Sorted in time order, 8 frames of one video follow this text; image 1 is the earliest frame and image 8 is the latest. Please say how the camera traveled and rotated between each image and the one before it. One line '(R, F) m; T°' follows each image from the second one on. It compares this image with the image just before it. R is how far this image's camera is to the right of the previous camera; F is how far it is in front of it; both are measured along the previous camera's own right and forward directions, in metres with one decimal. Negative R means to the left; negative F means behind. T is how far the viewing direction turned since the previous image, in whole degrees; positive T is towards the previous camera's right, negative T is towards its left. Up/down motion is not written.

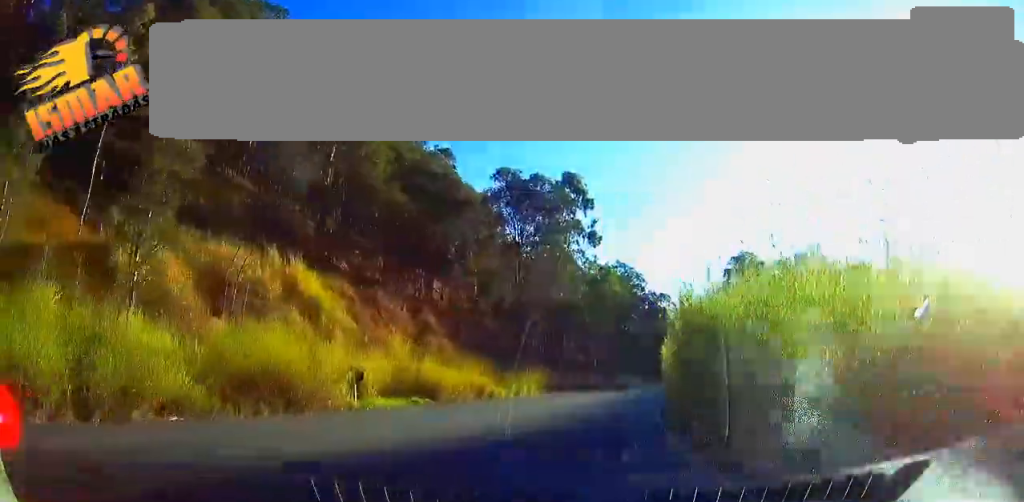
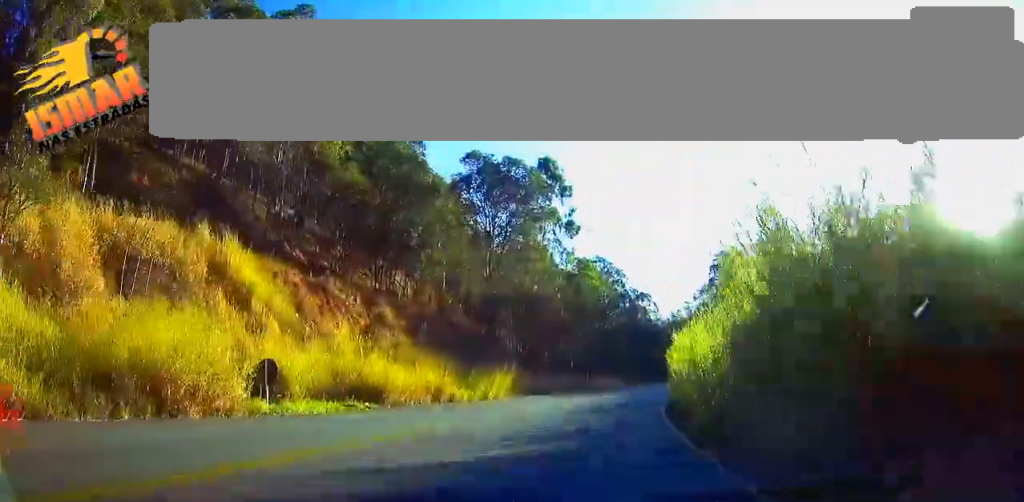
(0.0, +8.1) m; 0°
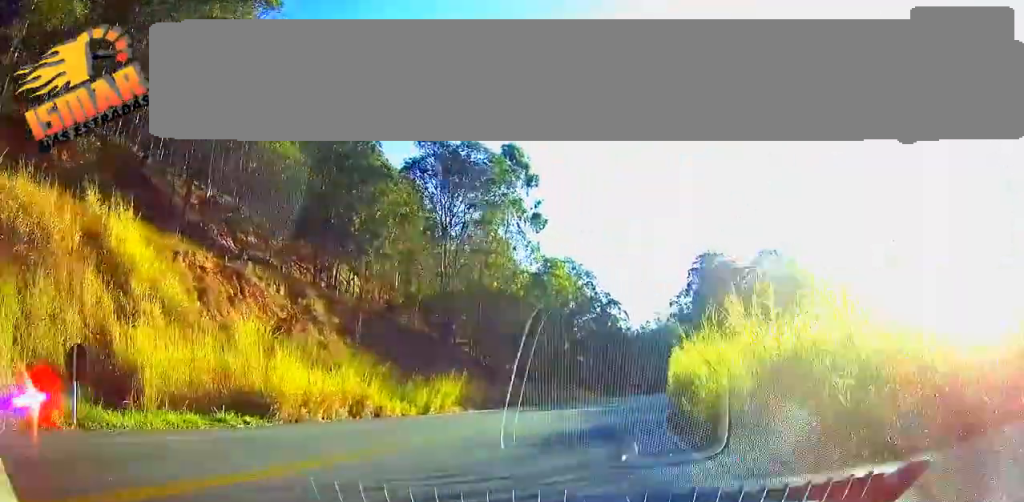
(0.0, +10.3) m; 0°
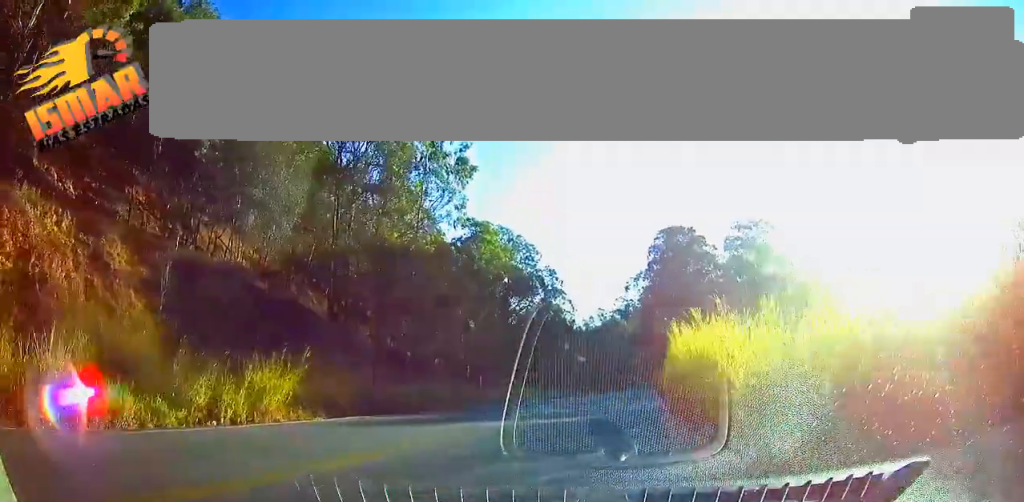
(0.0, +20.1) m; 0°
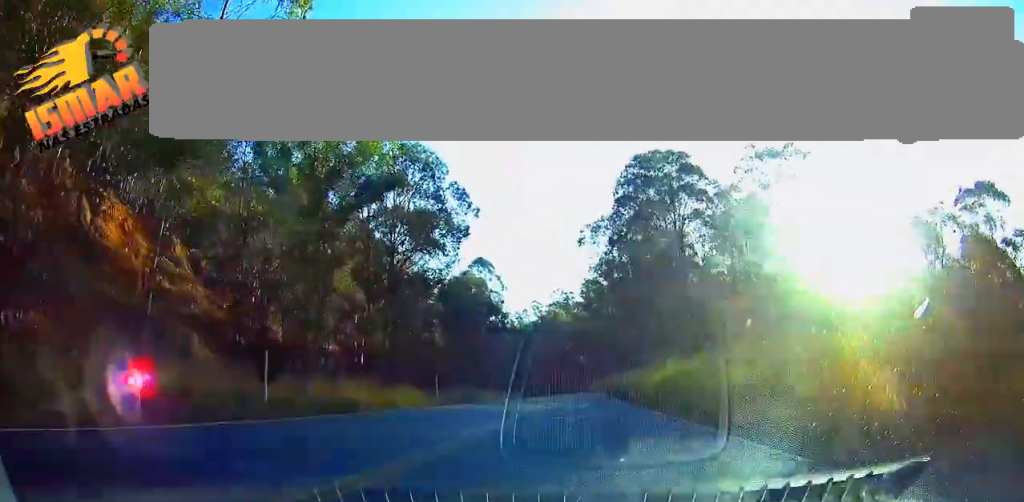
(0.0, +34.7) m; 0°
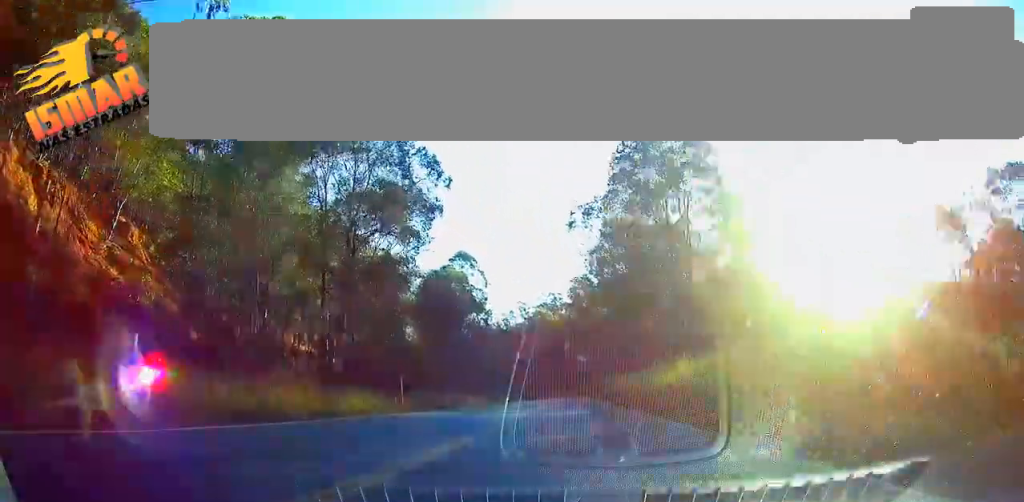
(0.0, +8.4) m; 0°
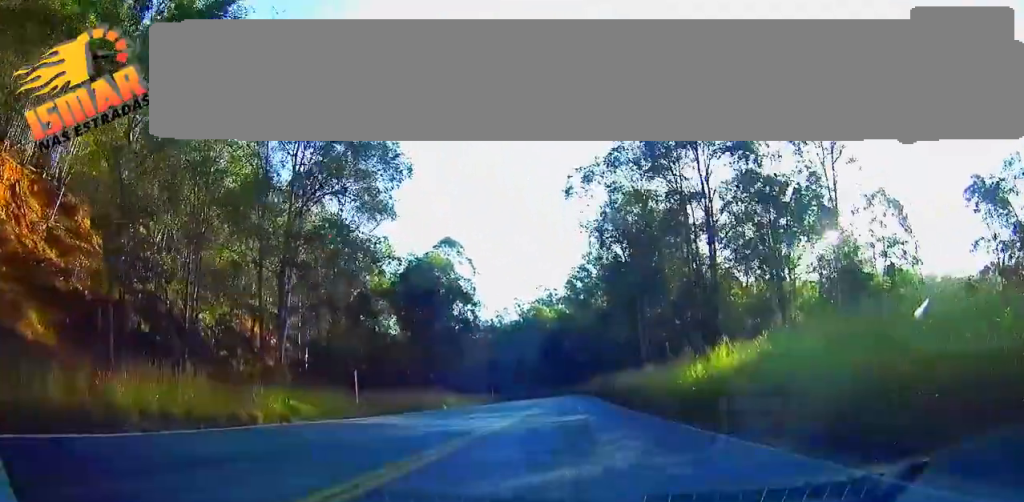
(0.0, +10.1) m; 0°
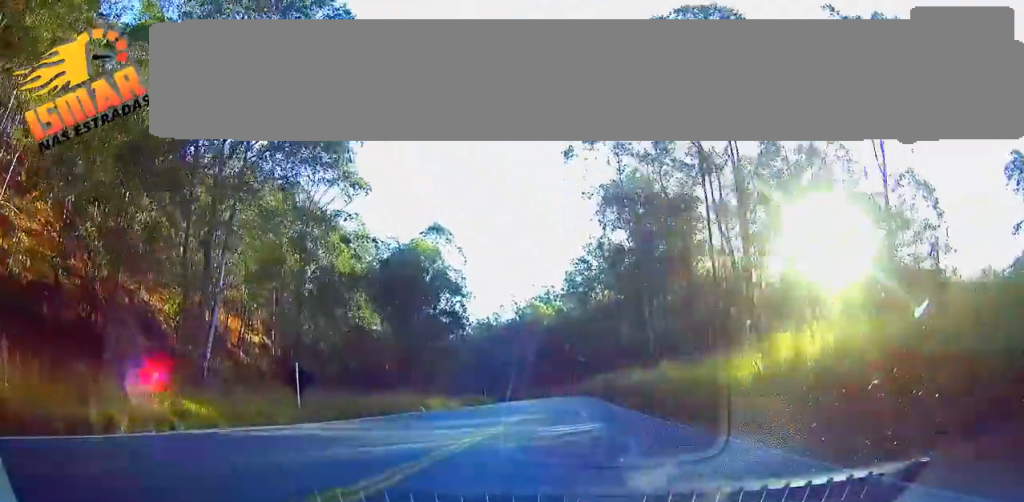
(0.0, +8.6) m; 0°
